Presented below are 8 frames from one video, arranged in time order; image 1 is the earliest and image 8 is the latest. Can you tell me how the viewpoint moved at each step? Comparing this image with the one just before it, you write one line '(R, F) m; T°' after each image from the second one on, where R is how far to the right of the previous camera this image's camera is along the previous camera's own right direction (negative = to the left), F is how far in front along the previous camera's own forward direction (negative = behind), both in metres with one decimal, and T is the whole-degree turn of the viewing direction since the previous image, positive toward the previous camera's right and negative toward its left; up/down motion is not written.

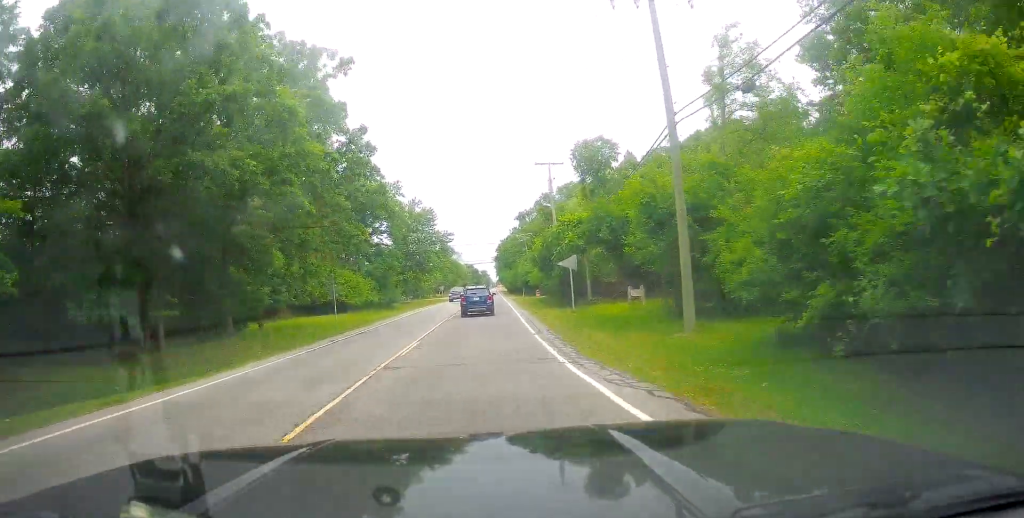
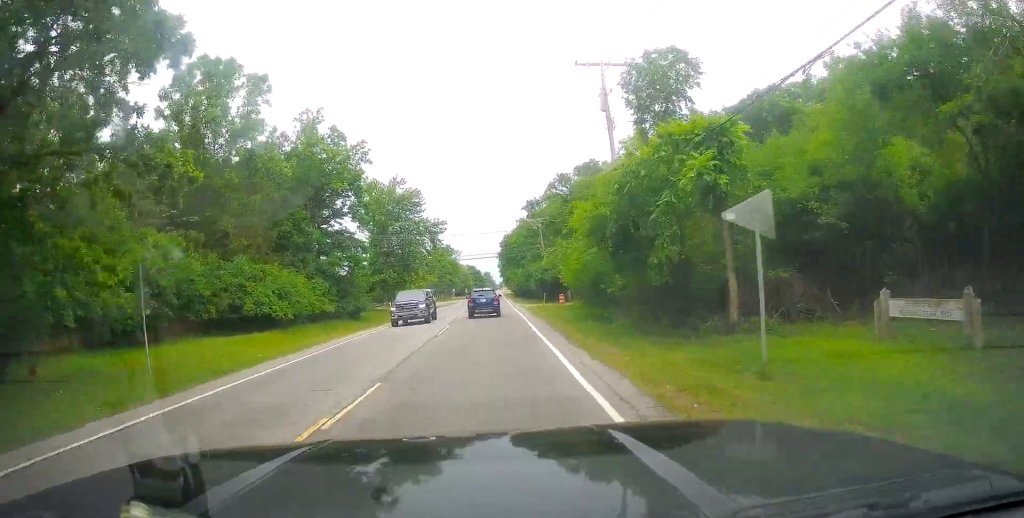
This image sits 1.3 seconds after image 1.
(0.0, +22.9) m; 0°
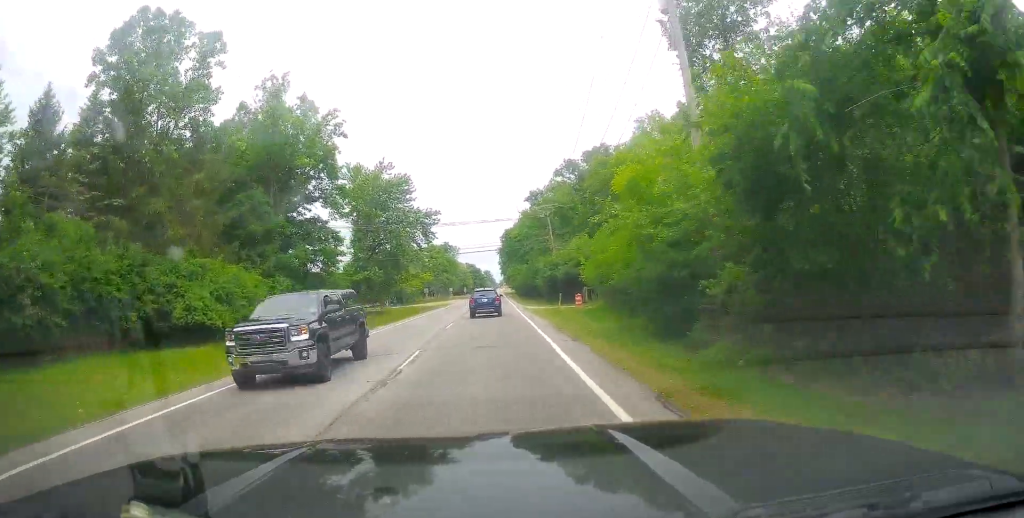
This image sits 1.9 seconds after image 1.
(+0.2, +9.8) m; 0°
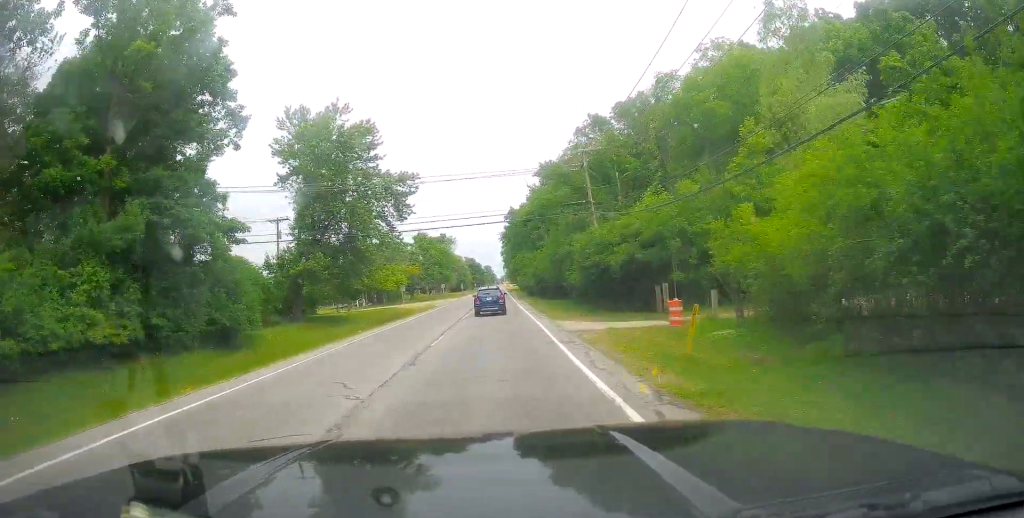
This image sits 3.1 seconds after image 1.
(-0.1, +22.0) m; -1°
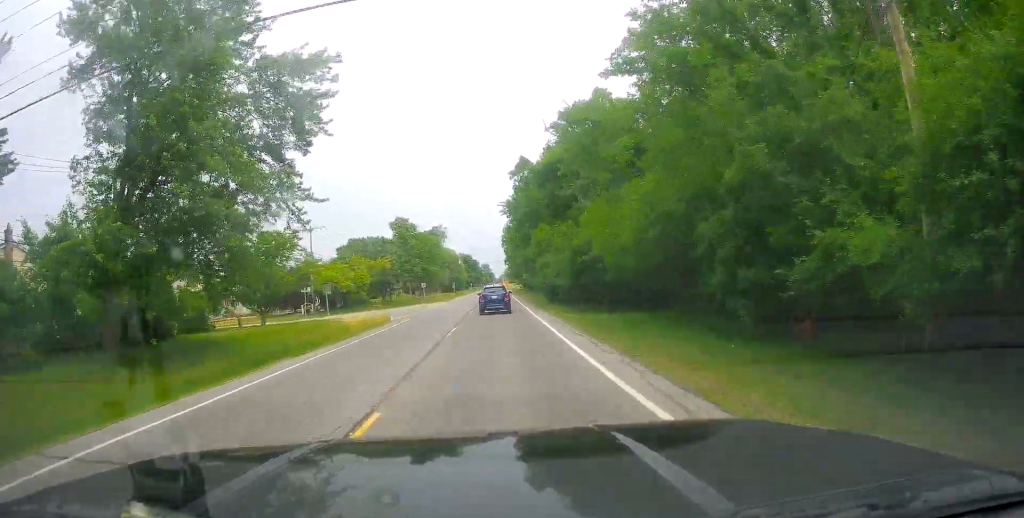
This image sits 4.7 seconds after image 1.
(-0.2, +27.3) m; 0°
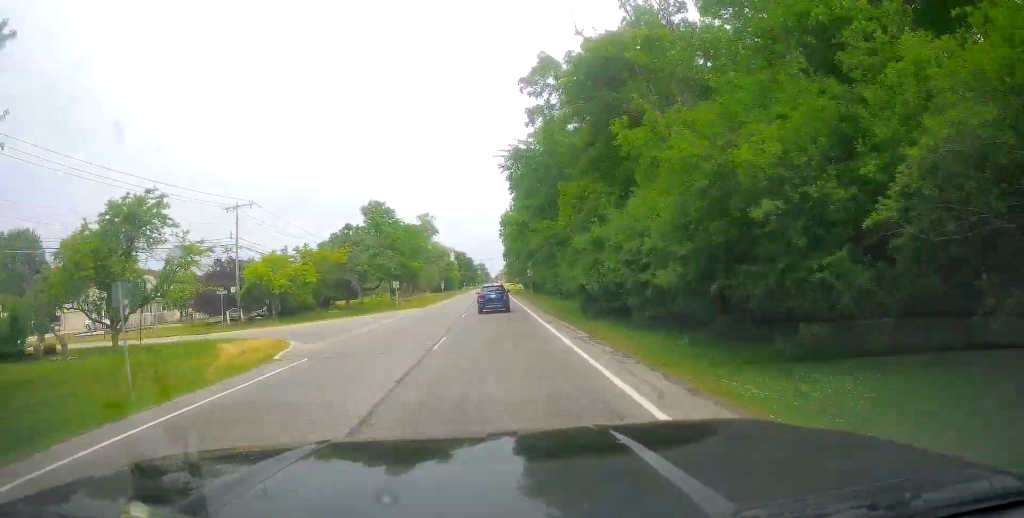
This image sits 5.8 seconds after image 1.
(0.0, +19.8) m; 0°
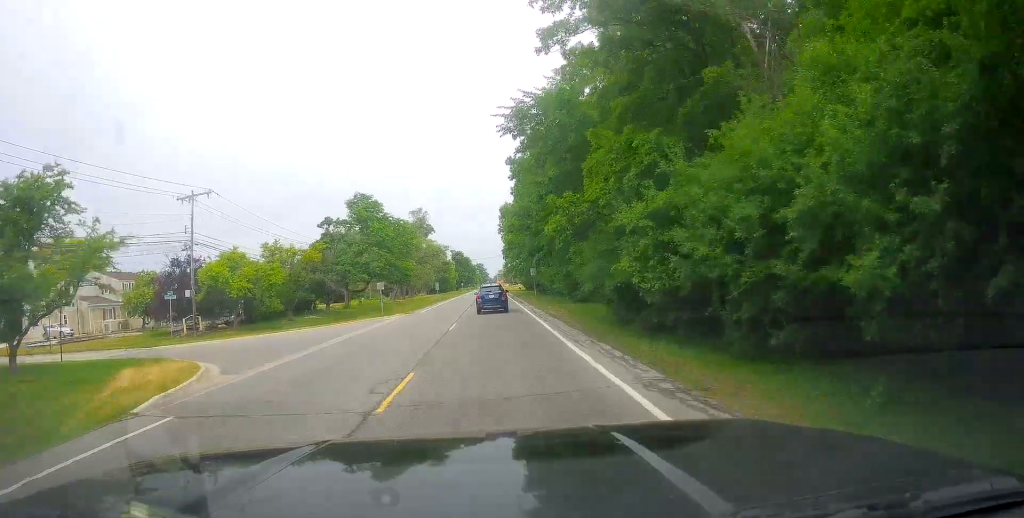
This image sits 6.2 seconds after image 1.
(-0.1, +7.8) m; +1°
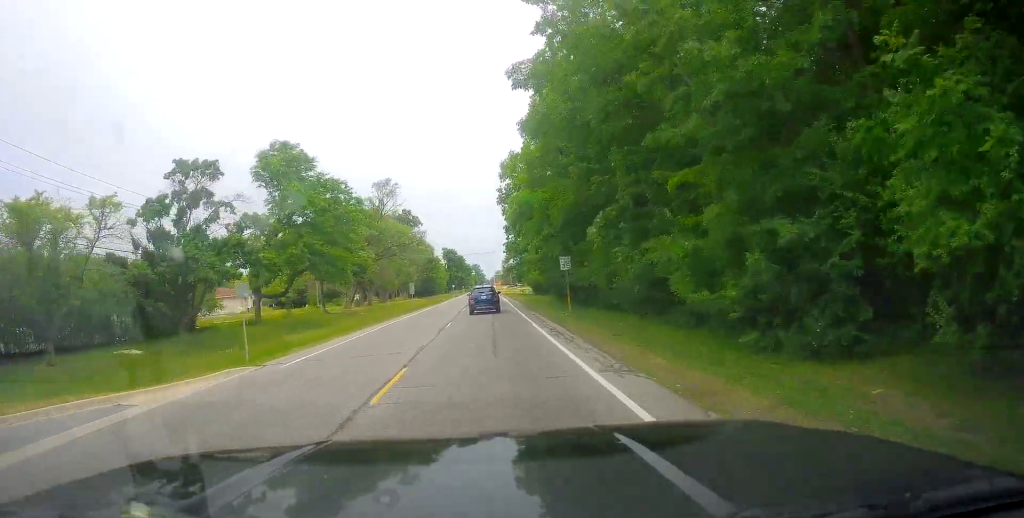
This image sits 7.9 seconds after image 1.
(+0.3, +29.3) m; 0°
